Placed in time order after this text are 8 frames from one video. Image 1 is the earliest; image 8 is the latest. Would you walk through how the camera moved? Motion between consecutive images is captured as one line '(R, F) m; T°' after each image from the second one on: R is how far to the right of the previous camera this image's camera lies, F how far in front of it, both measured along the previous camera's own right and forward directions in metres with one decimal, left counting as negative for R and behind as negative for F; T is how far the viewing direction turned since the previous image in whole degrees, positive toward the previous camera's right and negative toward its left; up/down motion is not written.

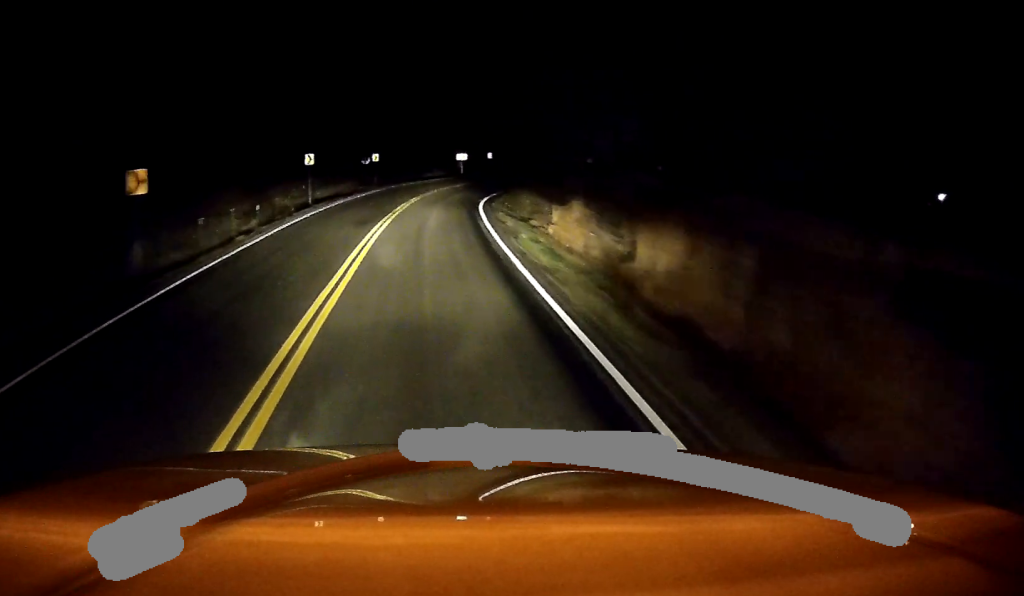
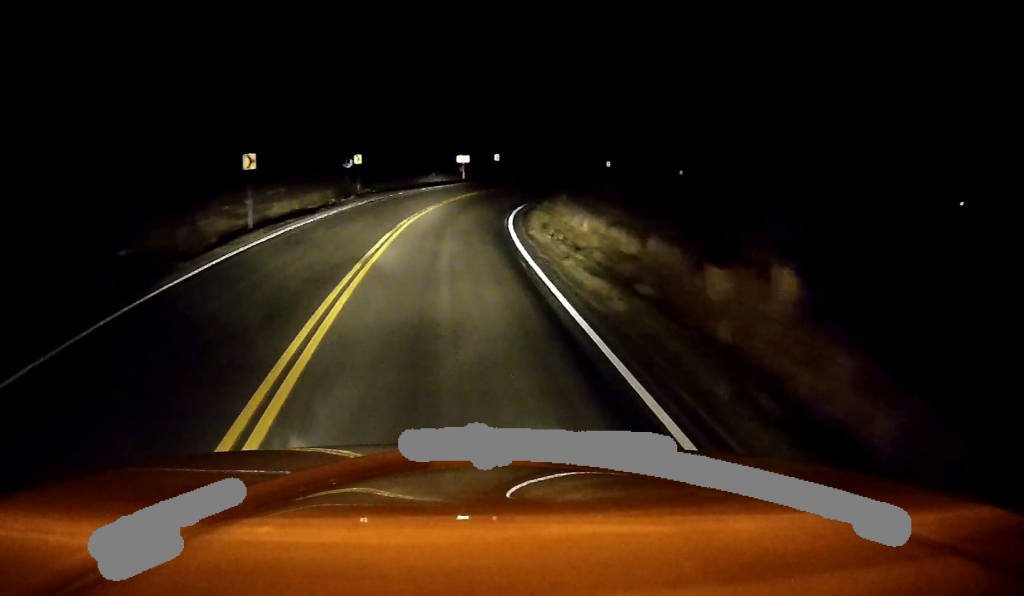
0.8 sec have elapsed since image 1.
(+0.1, +11.2) m; +2°
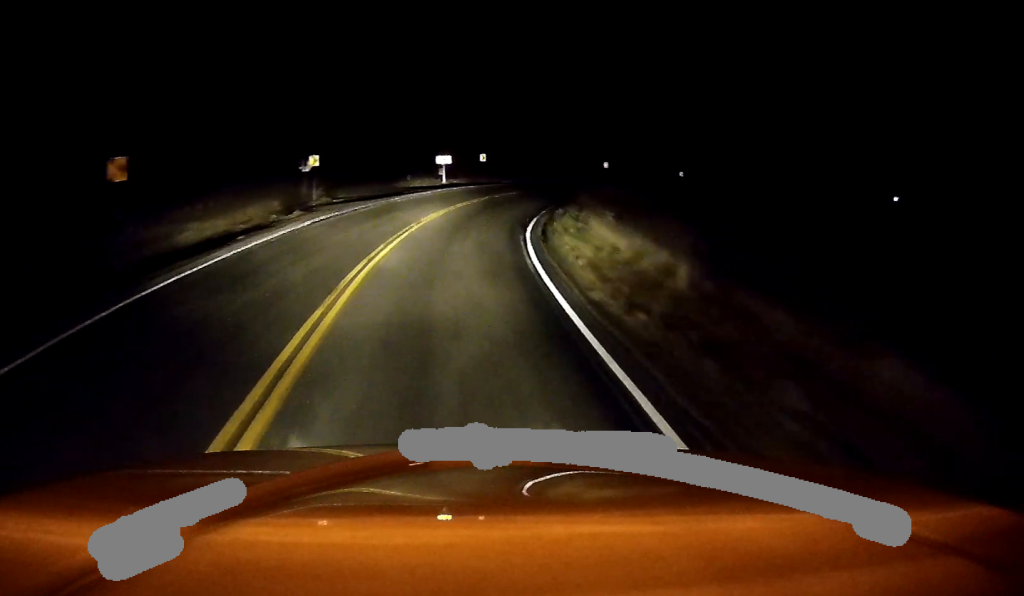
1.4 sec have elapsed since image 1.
(+0.2, +8.6) m; +3°
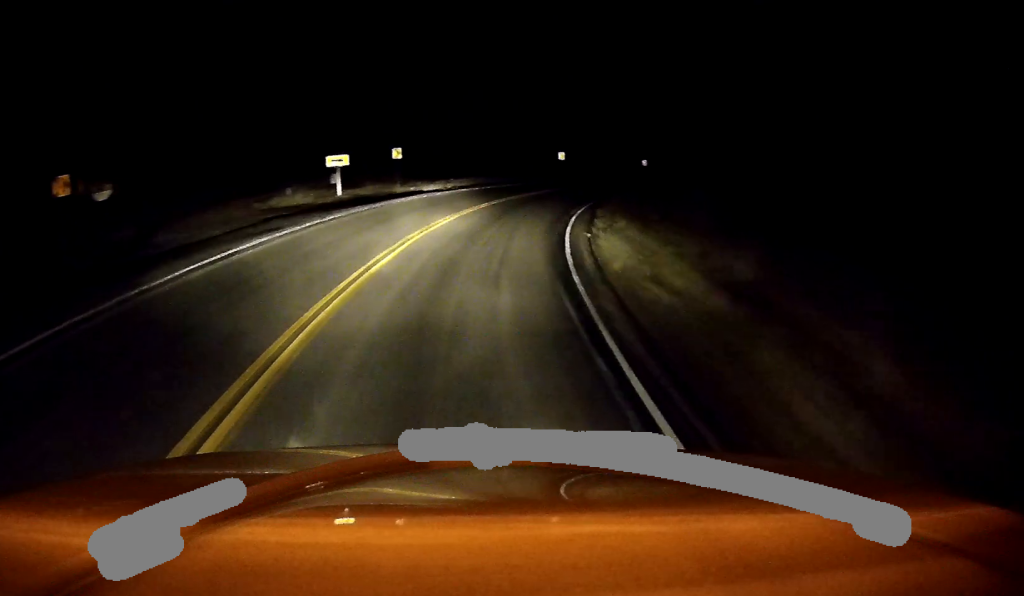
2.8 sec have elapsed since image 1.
(+1.4, +18.6) m; +9°
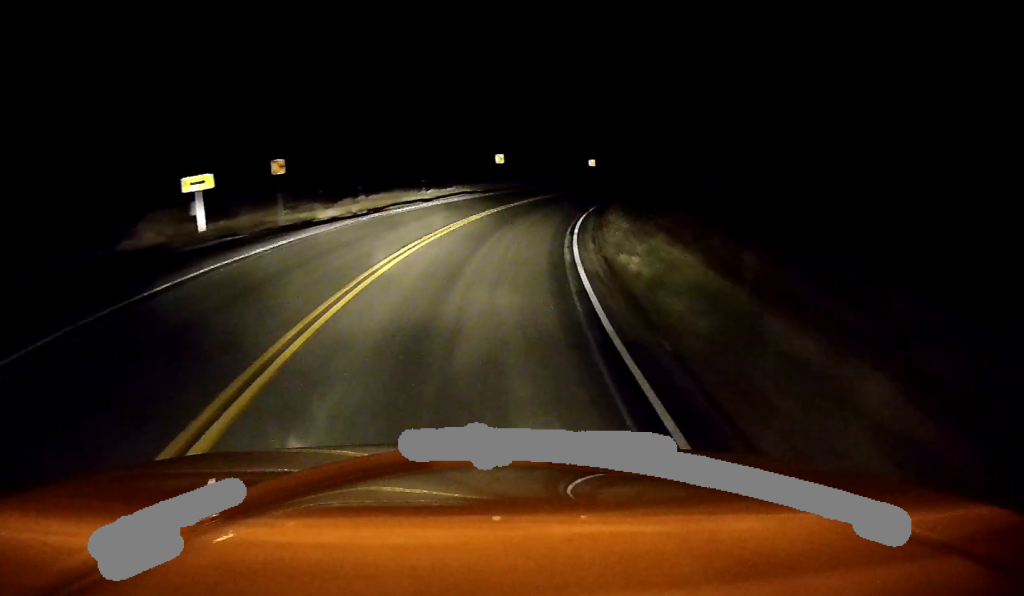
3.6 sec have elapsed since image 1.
(+0.7, +11.8) m; +7°
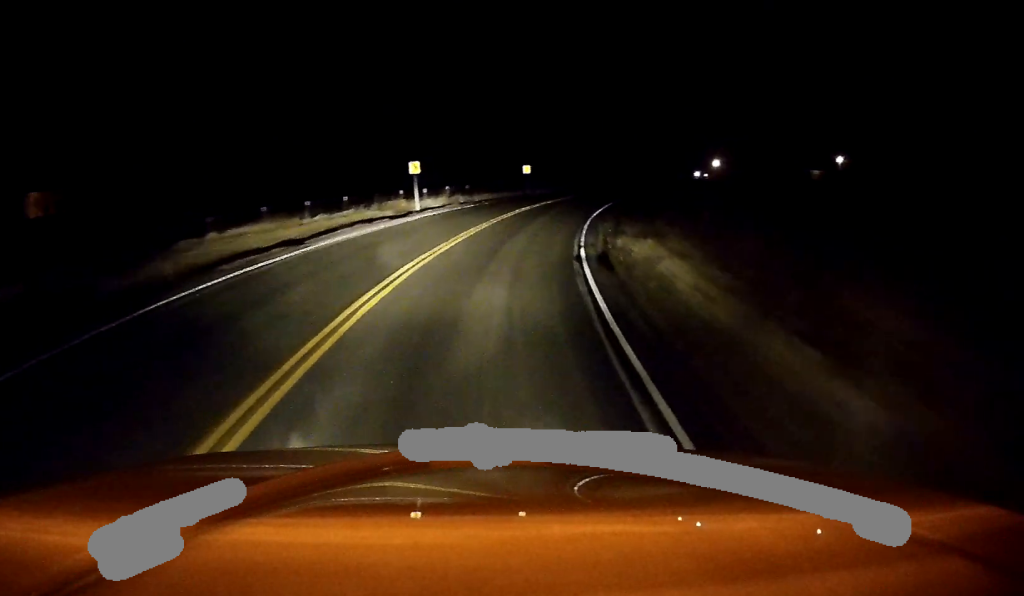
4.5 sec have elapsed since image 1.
(+0.9, +13.0) m; +7°
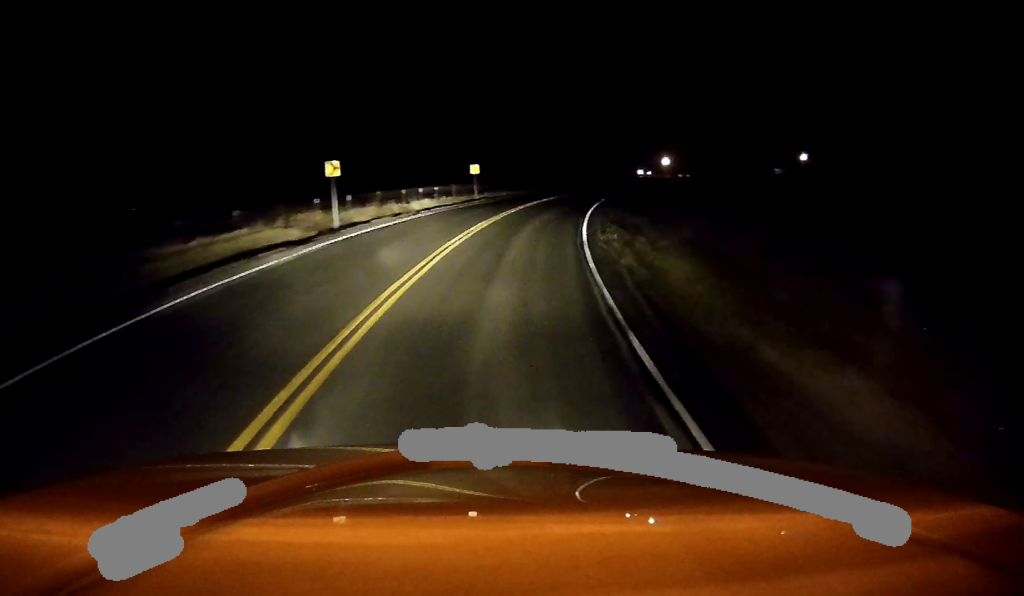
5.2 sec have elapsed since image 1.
(+0.4, +9.4) m; +4°
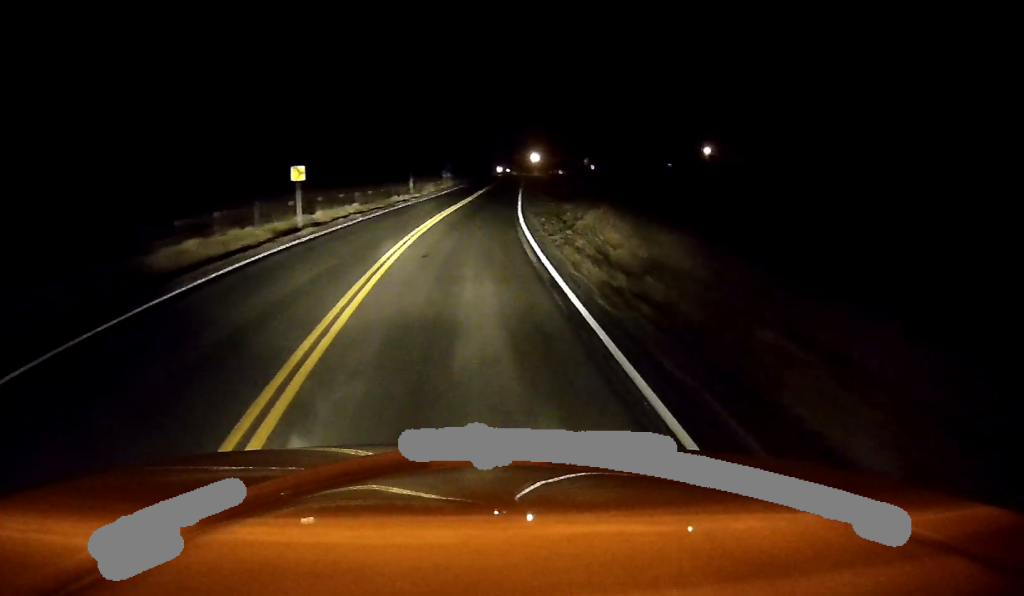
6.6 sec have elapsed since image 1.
(+1.6, +21.9) m; +9°
